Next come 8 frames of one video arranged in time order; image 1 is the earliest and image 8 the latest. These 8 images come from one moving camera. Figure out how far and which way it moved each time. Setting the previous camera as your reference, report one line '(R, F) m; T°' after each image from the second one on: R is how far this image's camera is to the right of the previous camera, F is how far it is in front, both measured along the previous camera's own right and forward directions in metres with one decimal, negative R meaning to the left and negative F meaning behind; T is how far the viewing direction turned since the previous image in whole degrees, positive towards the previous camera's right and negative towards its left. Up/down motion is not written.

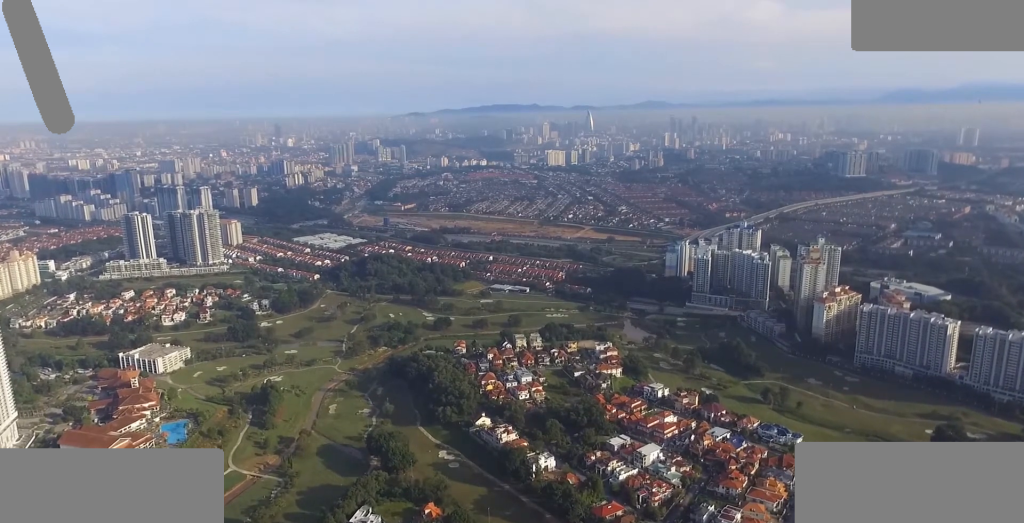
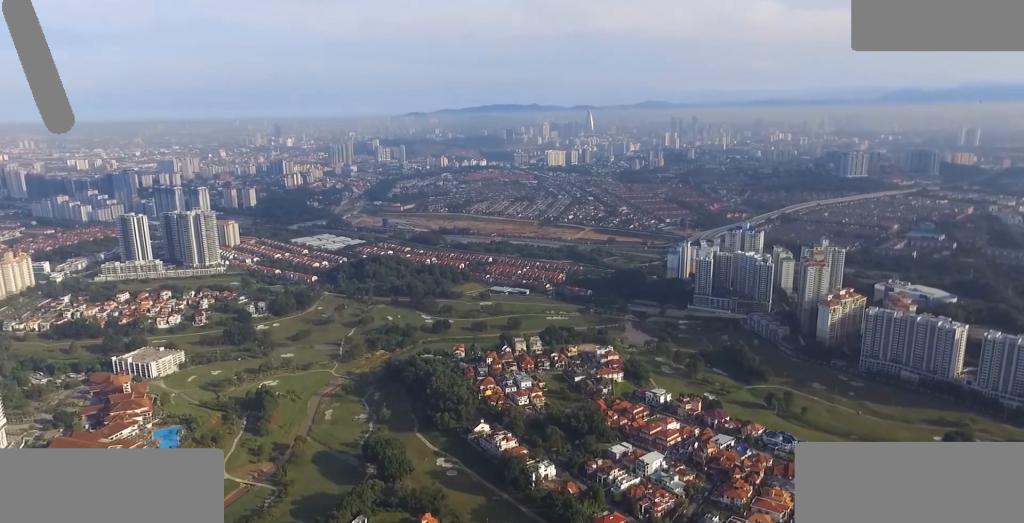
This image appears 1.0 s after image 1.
(0.0, +14.5) m; 0°
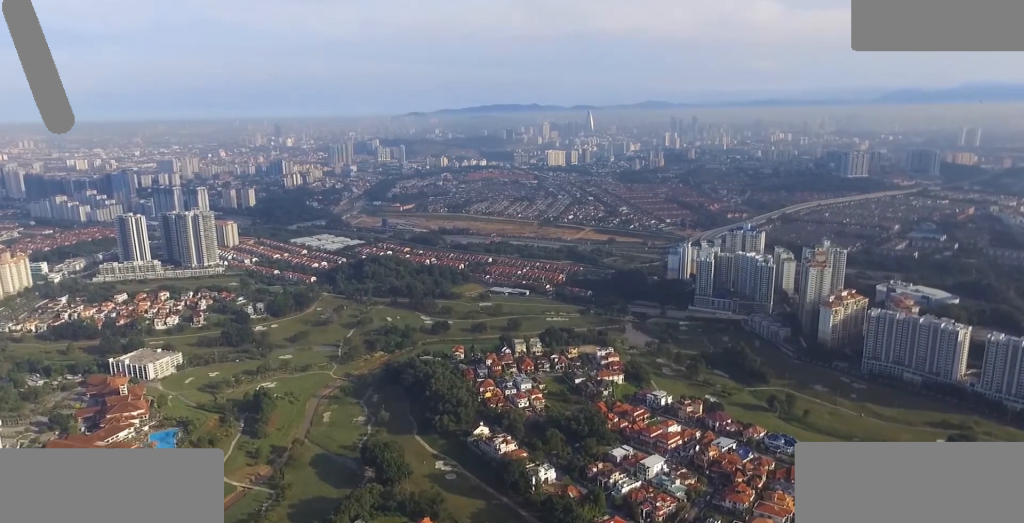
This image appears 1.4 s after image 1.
(0.0, +5.8) m; 0°
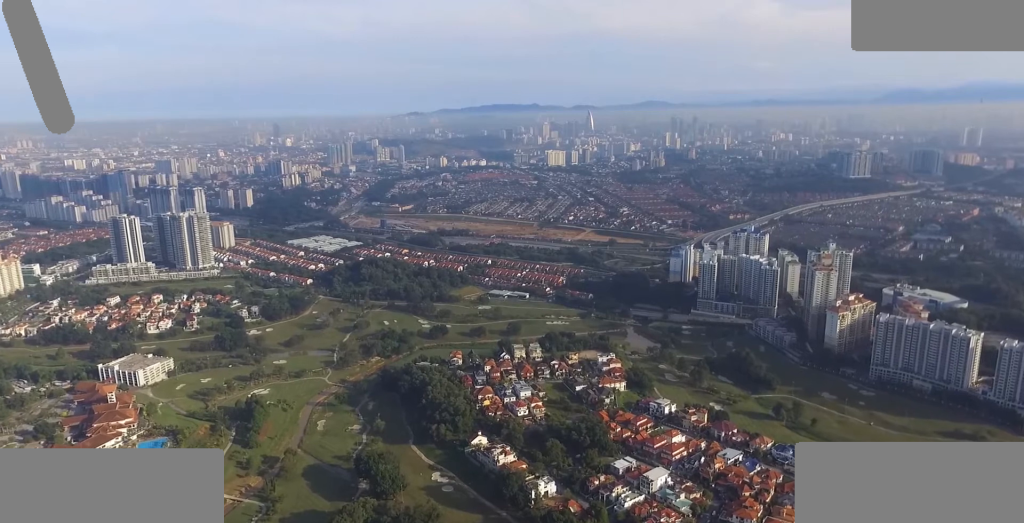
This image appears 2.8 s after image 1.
(0.0, +20.8) m; 0°
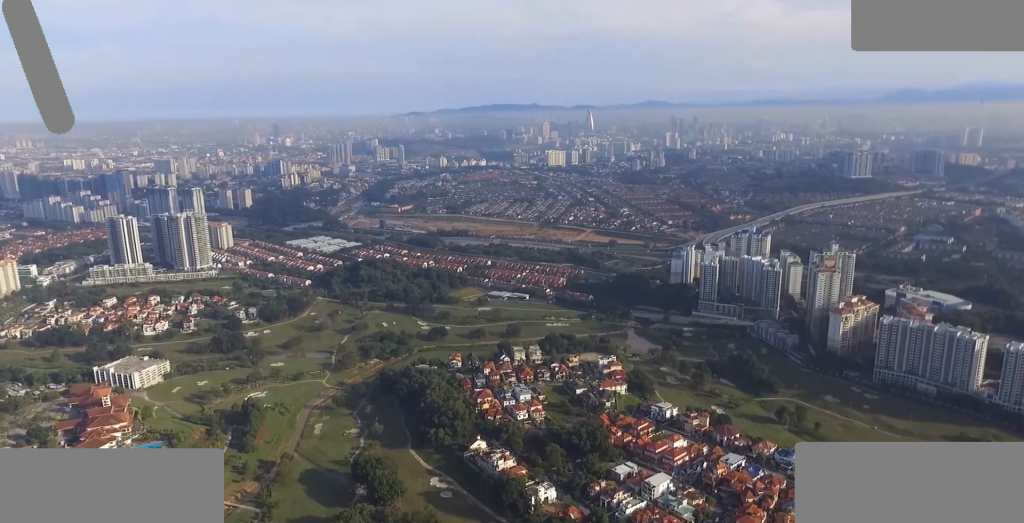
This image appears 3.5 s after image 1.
(0.0, +9.2) m; 0°
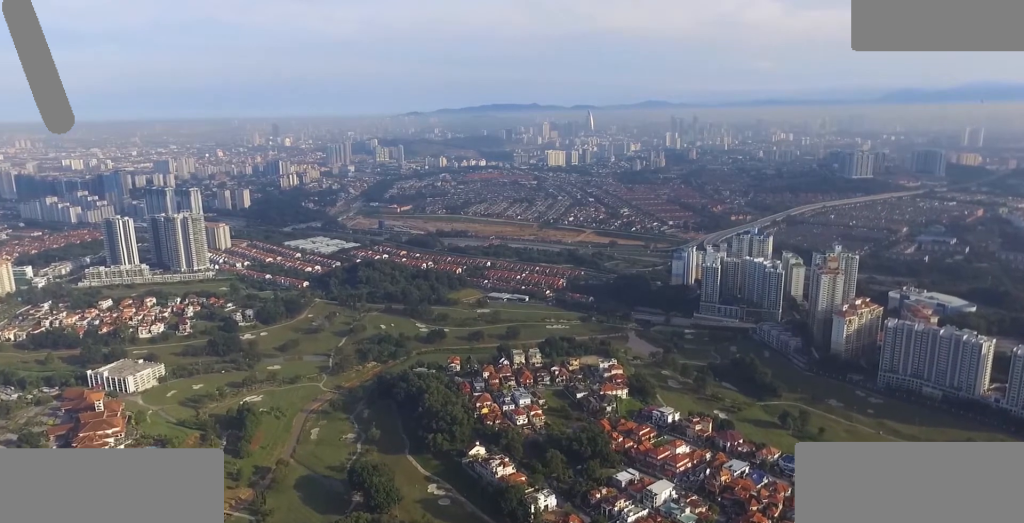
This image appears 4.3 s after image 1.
(0.0, +11.5) m; 0°
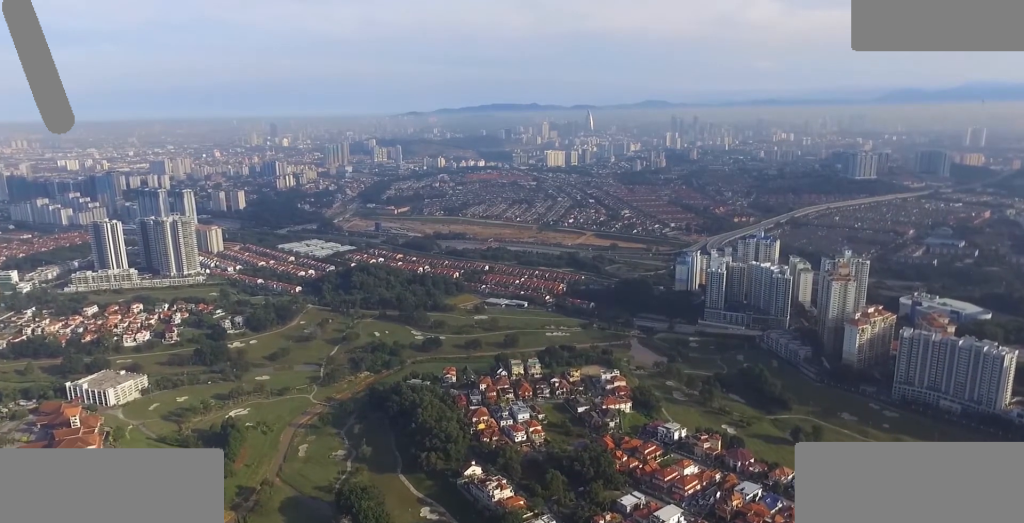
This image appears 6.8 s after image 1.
(+0.1, +35.7) m; 0°
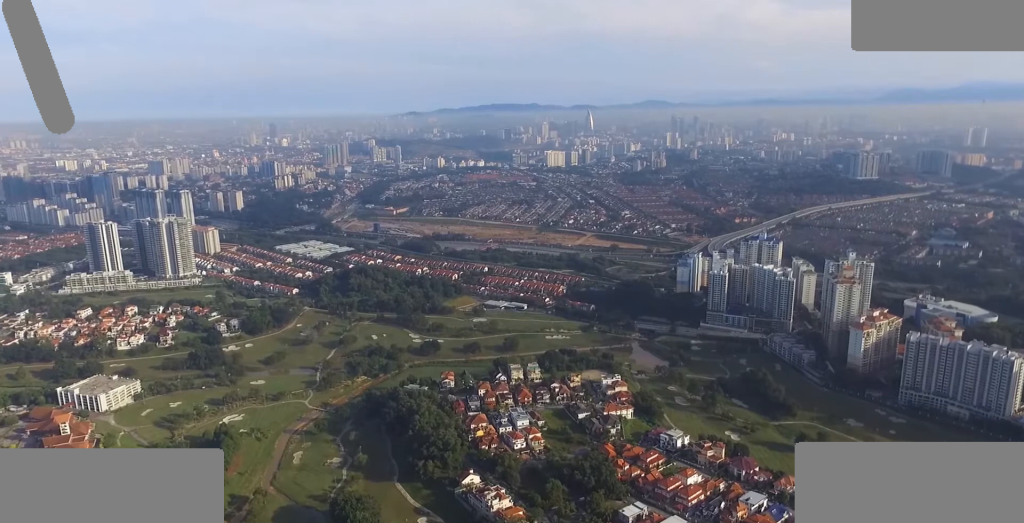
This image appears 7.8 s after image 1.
(0.0, +14.4) m; 0°
